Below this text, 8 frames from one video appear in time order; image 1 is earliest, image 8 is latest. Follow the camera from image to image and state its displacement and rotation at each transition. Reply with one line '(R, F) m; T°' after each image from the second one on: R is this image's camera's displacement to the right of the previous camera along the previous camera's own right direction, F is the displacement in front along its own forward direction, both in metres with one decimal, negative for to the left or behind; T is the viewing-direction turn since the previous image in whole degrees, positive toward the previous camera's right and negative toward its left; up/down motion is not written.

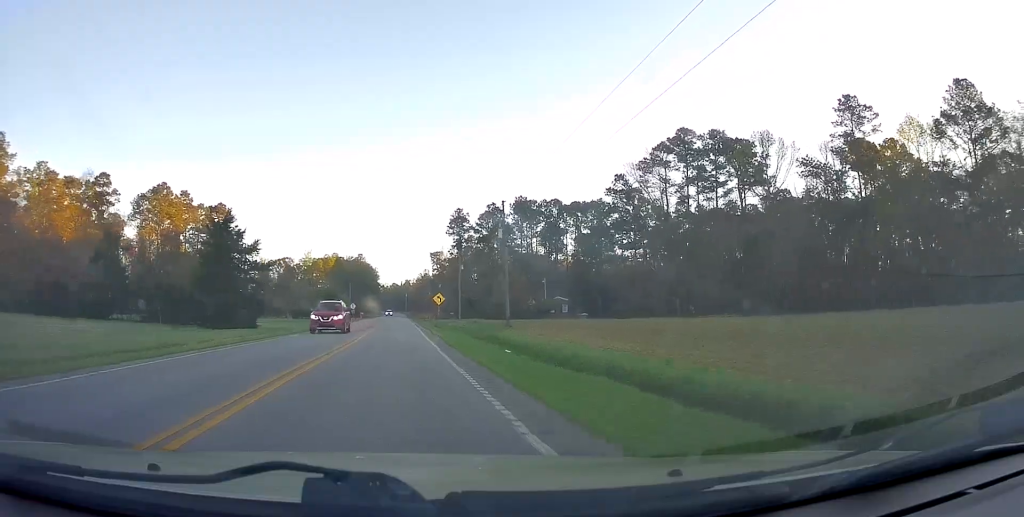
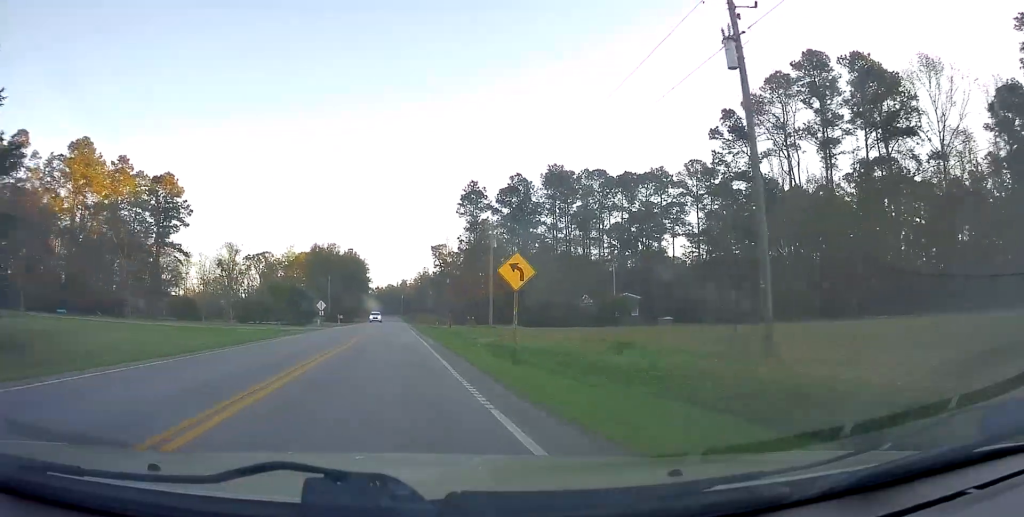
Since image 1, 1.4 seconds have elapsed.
(-0.3, +34.5) m; 0°
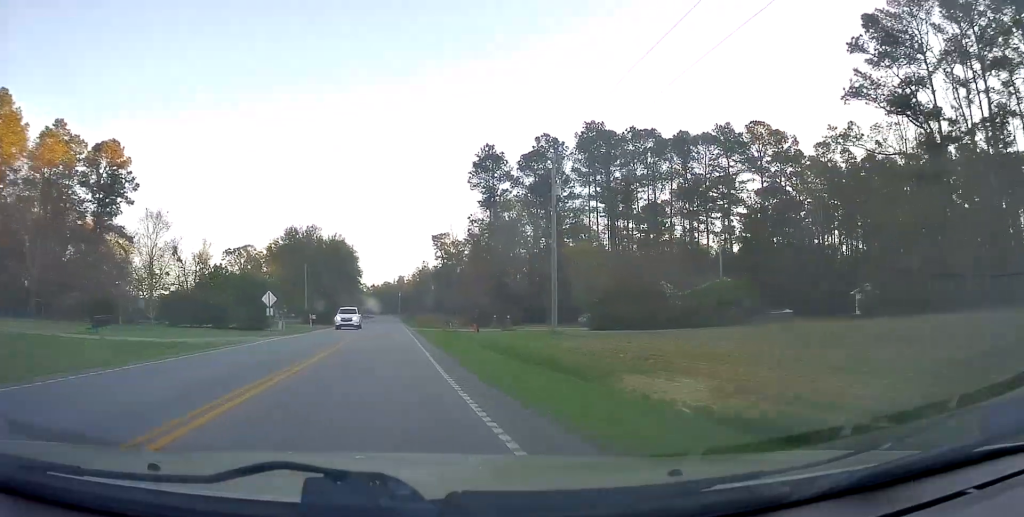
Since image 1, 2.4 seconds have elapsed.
(+0.3, +24.1) m; 0°
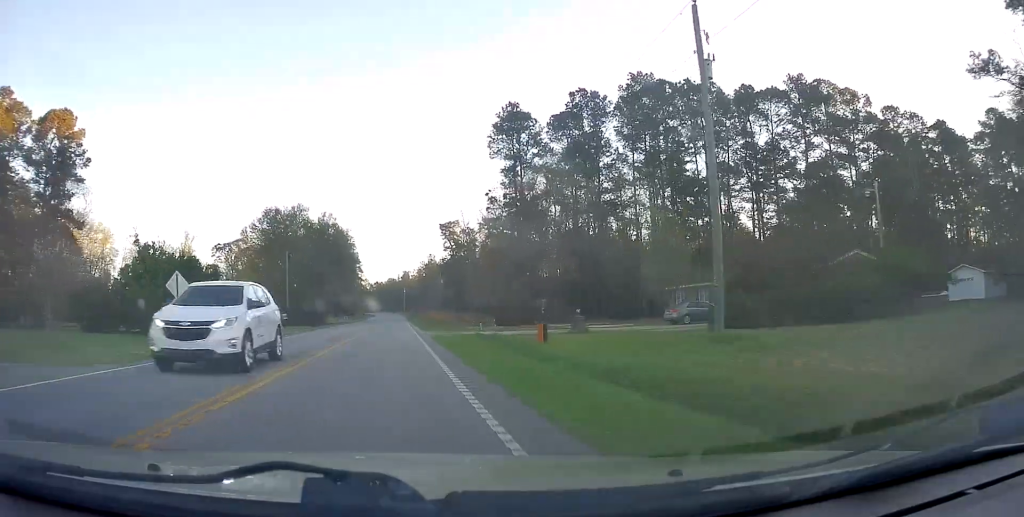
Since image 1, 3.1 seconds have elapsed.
(+0.1, +17.1) m; -1°
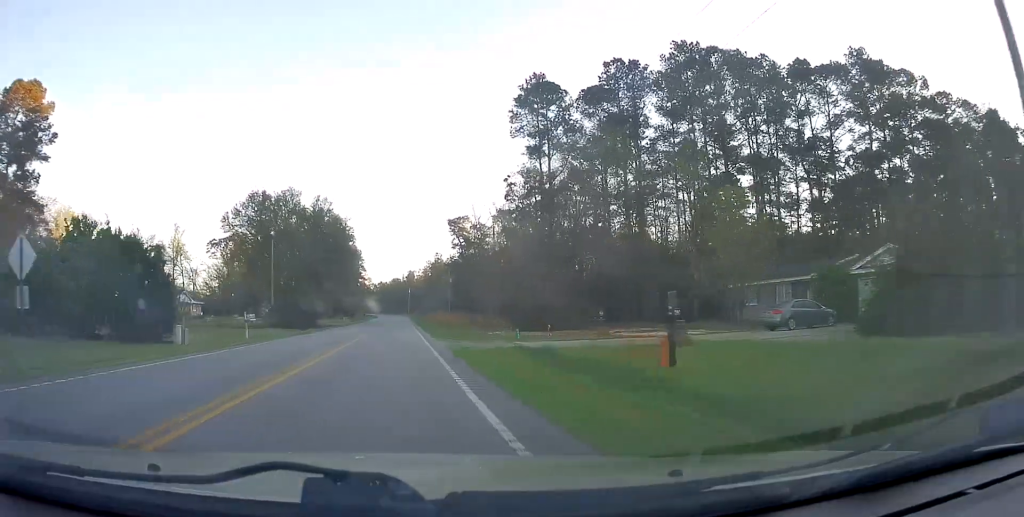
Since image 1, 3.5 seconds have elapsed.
(-0.2, +10.5) m; 0°
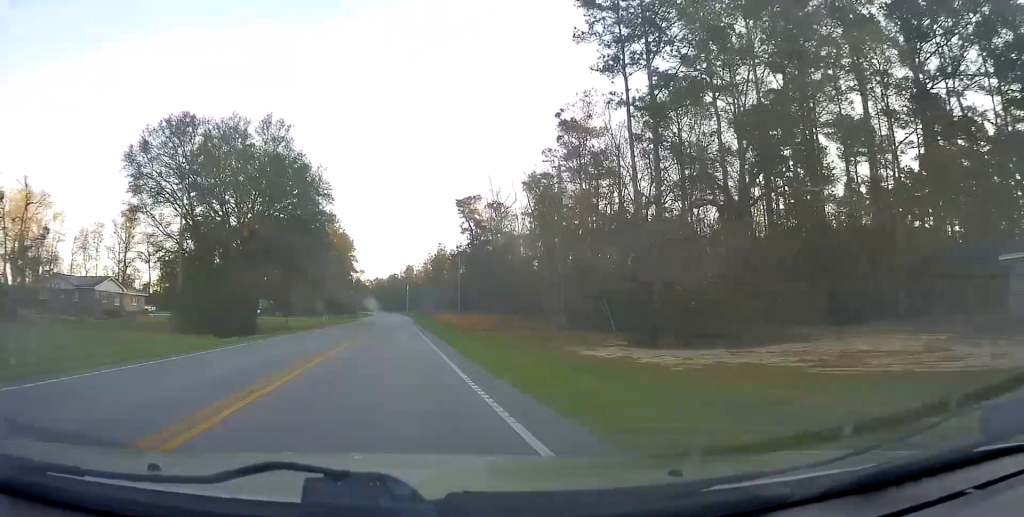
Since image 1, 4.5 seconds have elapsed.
(-0.1, +25.4) m; 0°
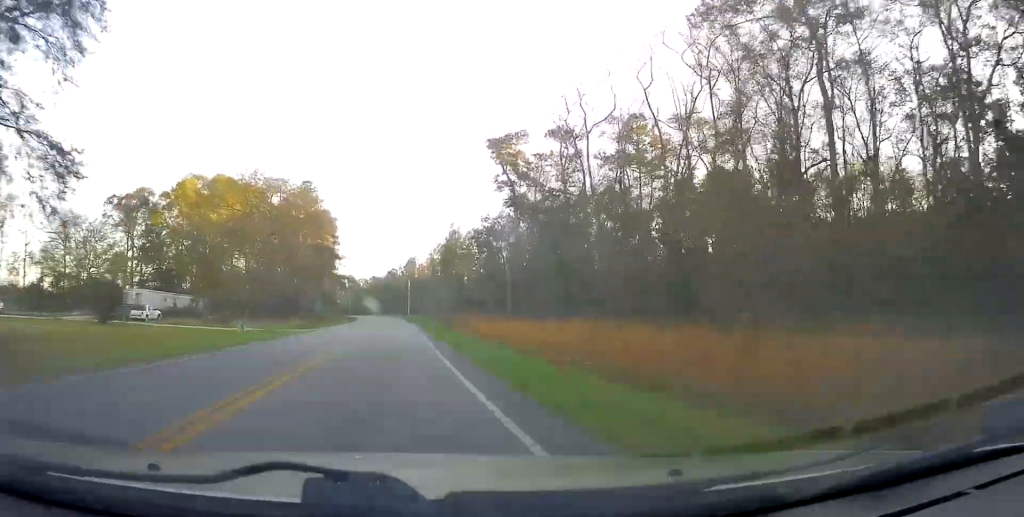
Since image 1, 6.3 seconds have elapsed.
(+0.3, +46.9) m; -1°
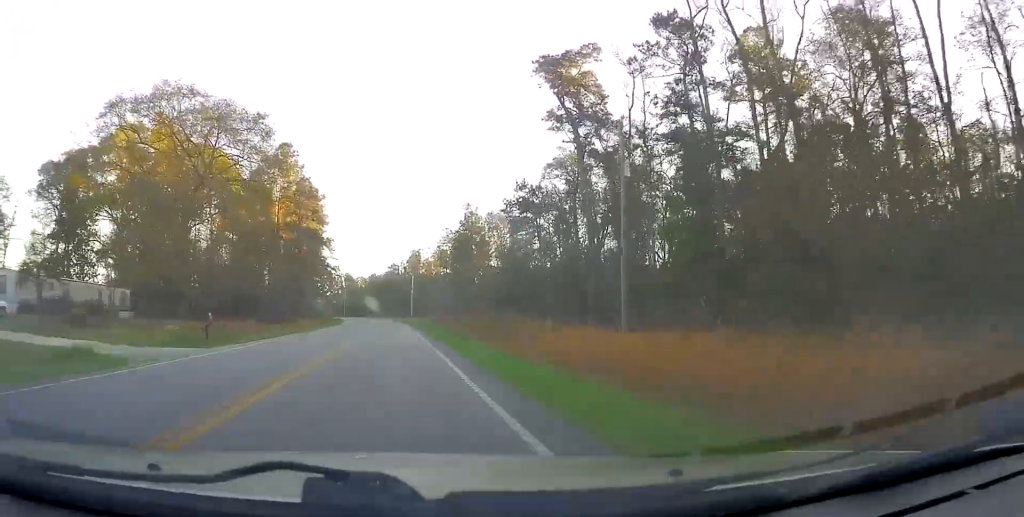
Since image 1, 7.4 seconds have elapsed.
(-0.4, +28.0) m; 0°
